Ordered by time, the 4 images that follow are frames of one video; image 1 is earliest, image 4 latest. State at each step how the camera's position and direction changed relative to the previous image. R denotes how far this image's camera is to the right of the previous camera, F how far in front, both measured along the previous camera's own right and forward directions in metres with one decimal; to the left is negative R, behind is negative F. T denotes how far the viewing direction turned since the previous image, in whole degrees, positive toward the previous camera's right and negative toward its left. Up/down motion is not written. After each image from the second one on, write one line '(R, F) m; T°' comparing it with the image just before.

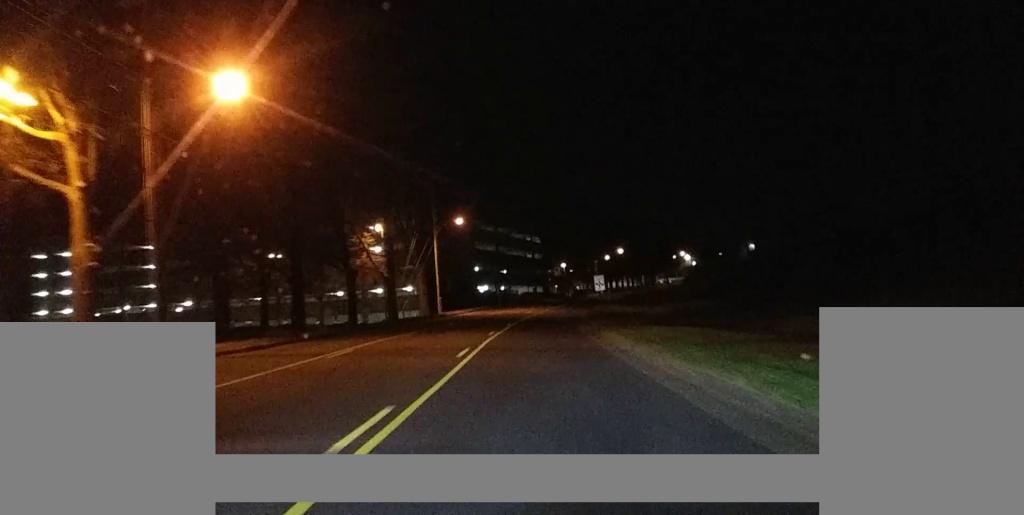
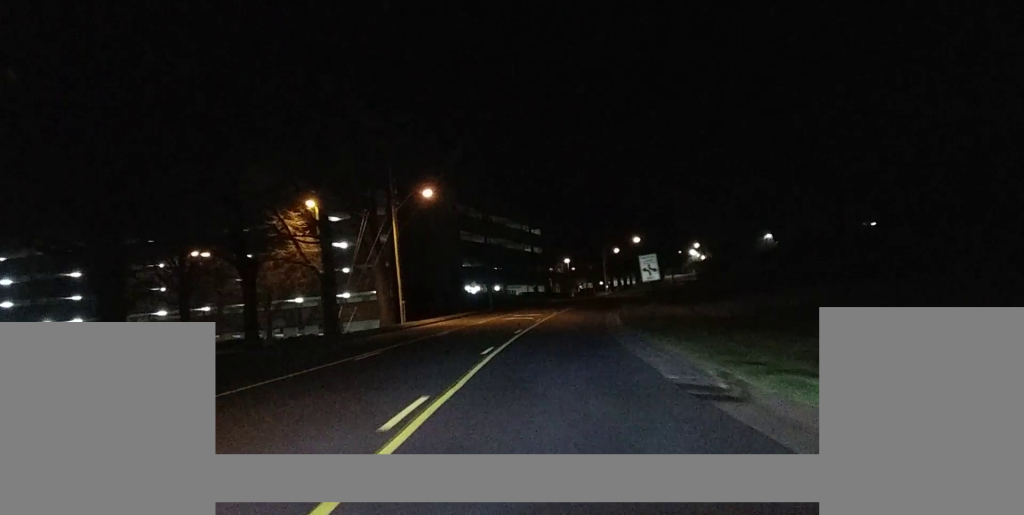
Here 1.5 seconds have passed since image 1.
(+0.1, +24.2) m; 0°
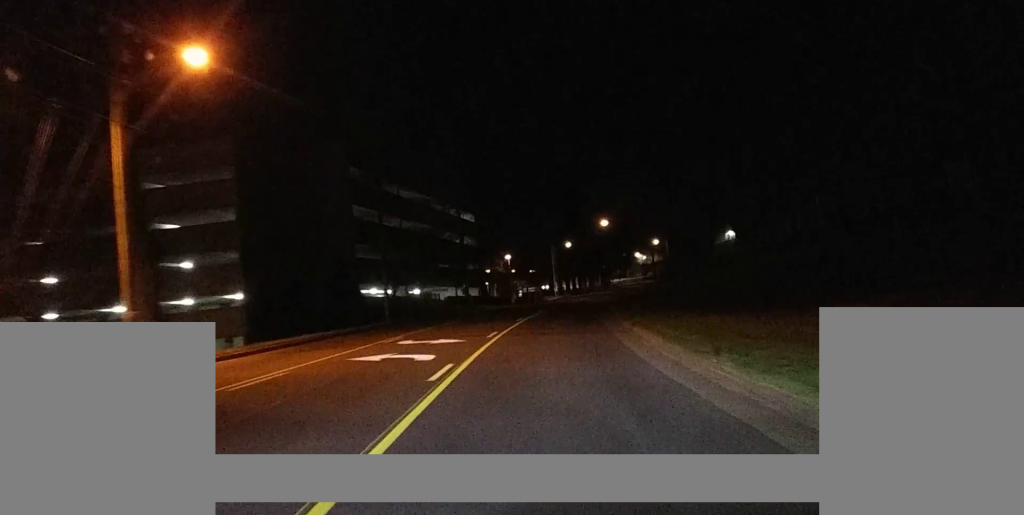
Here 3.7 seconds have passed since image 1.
(+0.9, +33.1) m; +5°
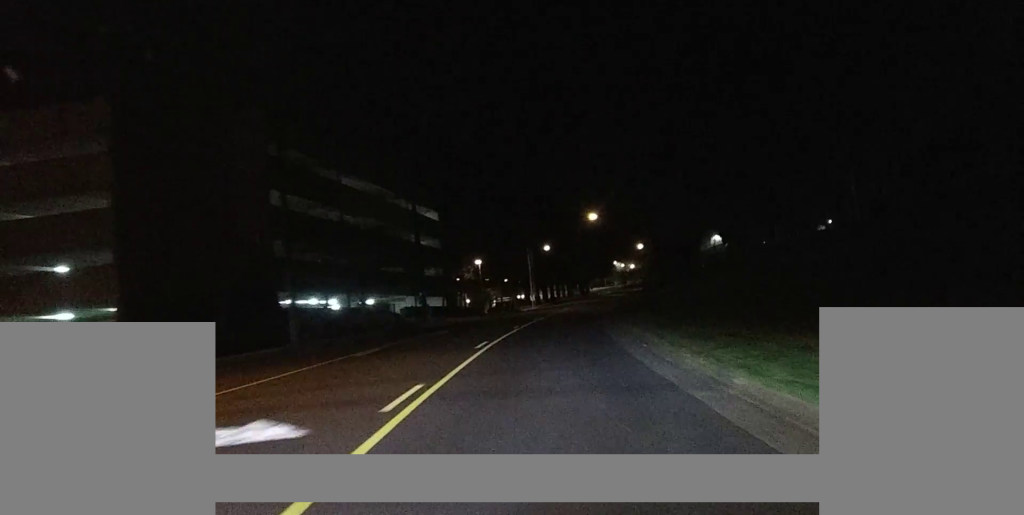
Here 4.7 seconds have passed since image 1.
(+0.4, +15.5) m; +2°
